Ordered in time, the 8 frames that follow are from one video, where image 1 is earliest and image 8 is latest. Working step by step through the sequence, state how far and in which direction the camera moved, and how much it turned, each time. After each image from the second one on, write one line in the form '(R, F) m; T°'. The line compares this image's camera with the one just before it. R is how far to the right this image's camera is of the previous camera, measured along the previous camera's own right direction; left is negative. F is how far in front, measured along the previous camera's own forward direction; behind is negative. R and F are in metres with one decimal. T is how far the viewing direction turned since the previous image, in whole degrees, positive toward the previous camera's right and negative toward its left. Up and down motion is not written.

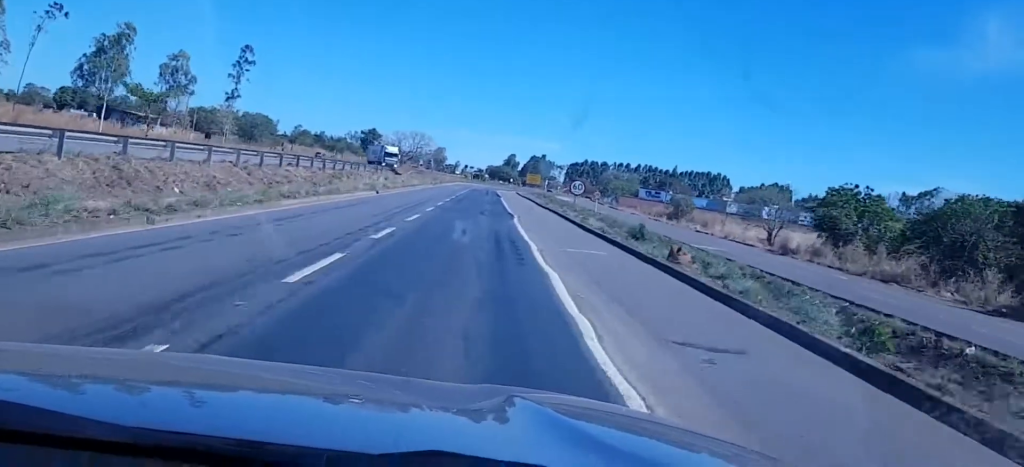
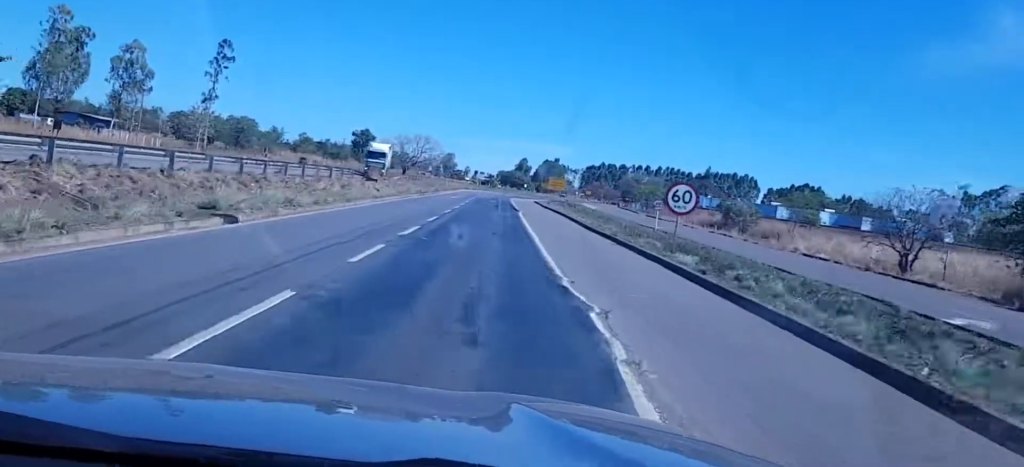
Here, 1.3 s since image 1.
(+0.6, +27.1) m; +1°
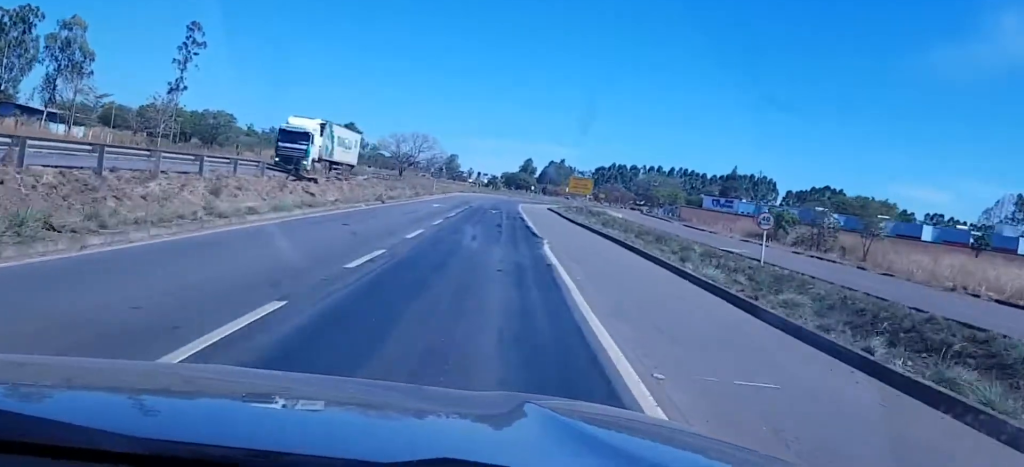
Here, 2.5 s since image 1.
(-0.1, +24.4) m; 0°
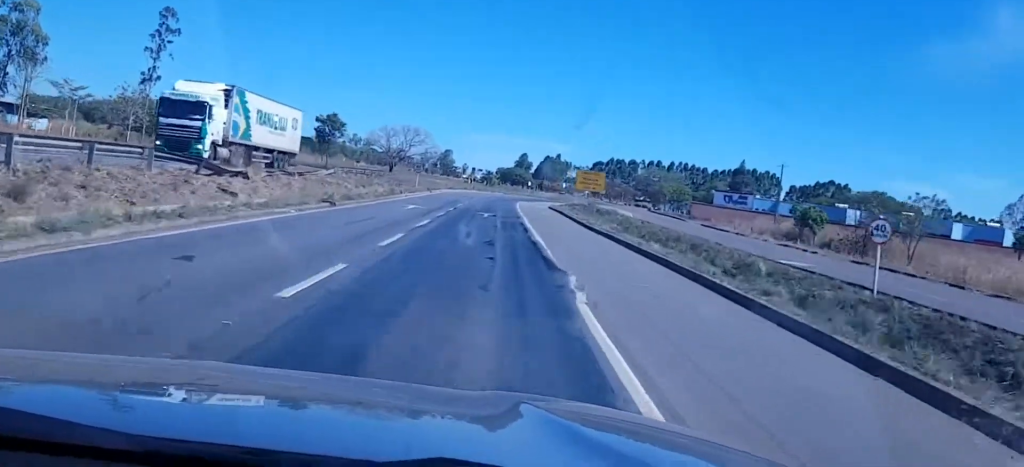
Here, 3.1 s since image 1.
(-0.1, +12.0) m; 0°
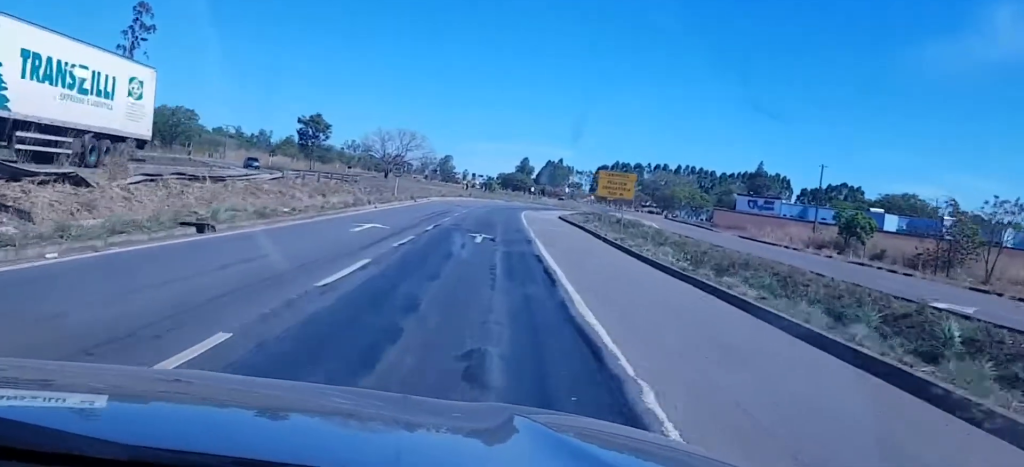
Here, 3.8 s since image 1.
(+0.2, +13.9) m; 0°
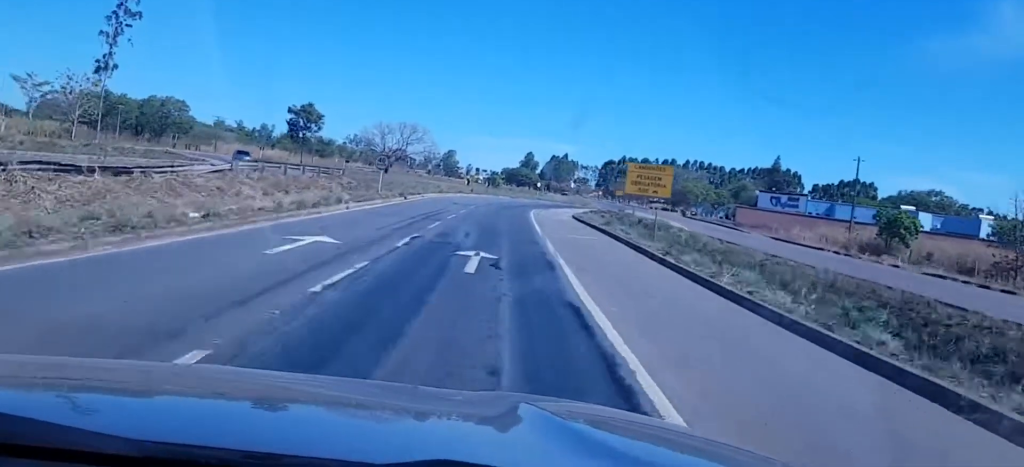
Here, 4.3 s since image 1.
(0.0, +9.0) m; -1°
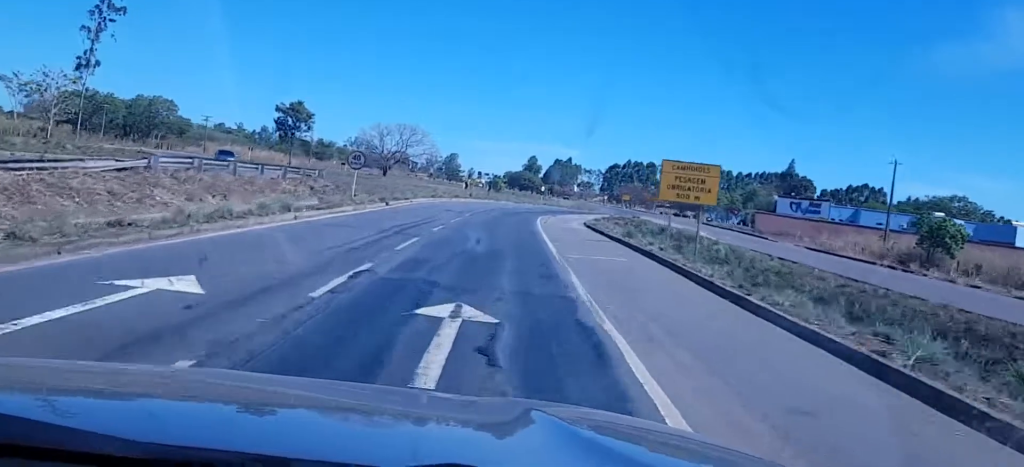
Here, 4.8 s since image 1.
(-0.1, +8.8) m; -1°
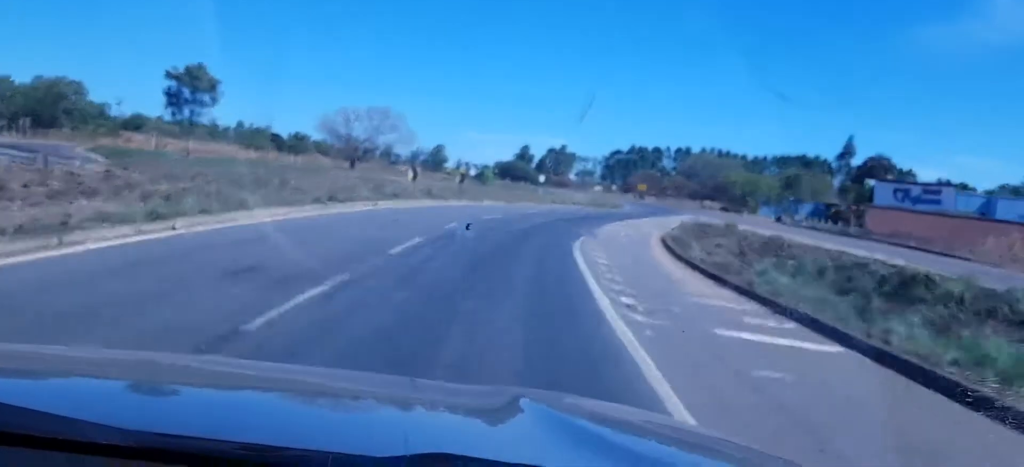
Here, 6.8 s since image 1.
(+0.2, +34.9) m; 0°
